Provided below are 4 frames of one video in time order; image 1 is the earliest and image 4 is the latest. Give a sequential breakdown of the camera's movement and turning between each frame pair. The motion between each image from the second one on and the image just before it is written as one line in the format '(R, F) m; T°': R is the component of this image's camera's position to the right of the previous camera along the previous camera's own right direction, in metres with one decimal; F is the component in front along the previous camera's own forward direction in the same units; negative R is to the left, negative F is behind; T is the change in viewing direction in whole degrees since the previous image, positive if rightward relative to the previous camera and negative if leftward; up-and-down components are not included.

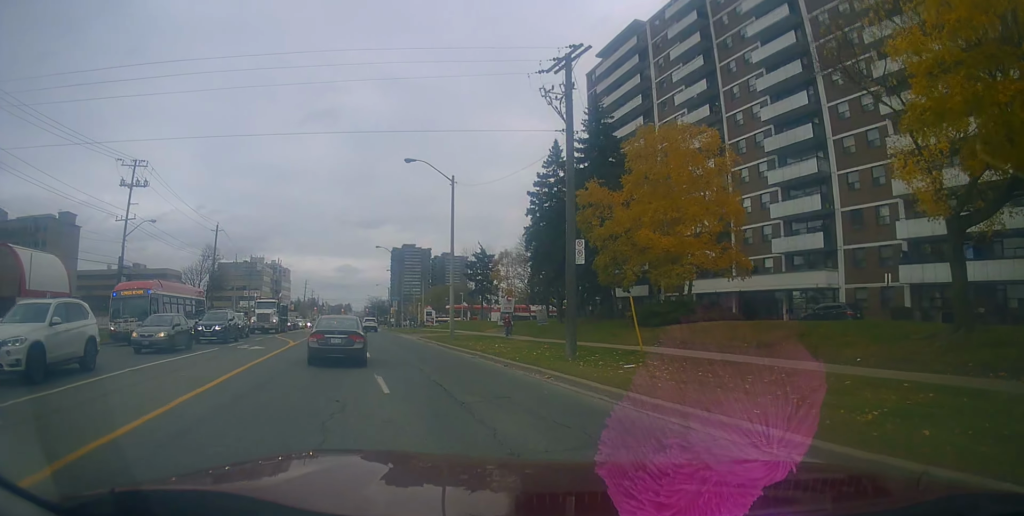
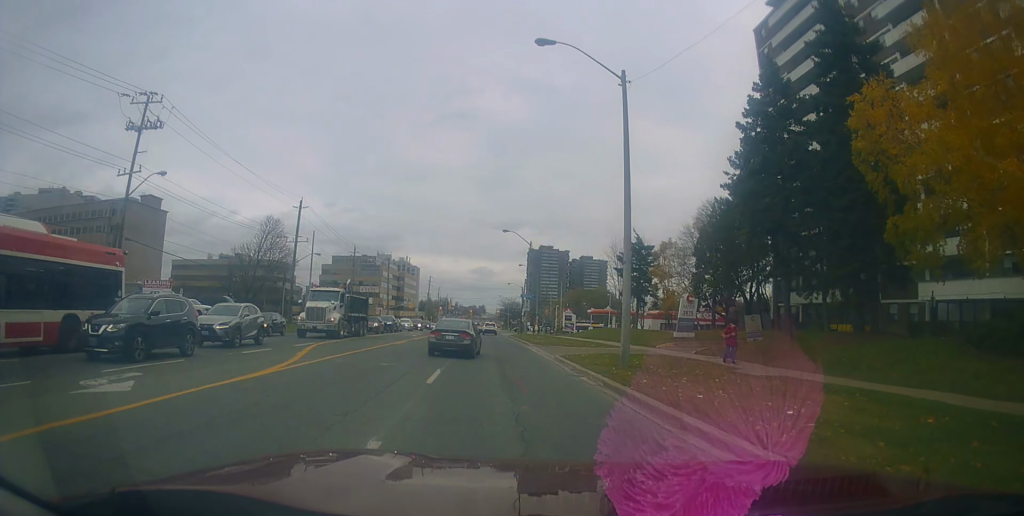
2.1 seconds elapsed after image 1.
(-1.2, +18.1) m; -3°
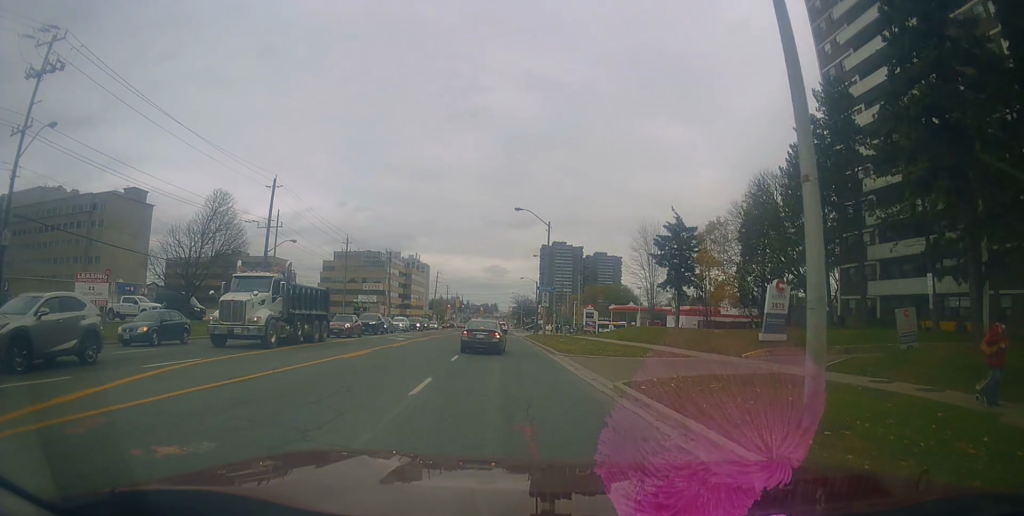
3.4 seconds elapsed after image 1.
(-0.7, +11.8) m; -3°
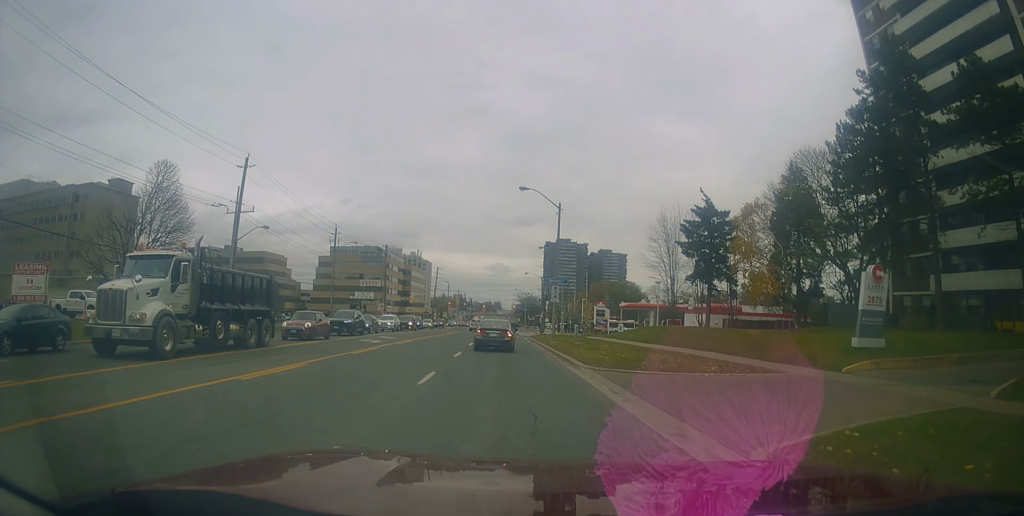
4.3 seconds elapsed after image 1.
(+0.4, +7.6) m; 0°
